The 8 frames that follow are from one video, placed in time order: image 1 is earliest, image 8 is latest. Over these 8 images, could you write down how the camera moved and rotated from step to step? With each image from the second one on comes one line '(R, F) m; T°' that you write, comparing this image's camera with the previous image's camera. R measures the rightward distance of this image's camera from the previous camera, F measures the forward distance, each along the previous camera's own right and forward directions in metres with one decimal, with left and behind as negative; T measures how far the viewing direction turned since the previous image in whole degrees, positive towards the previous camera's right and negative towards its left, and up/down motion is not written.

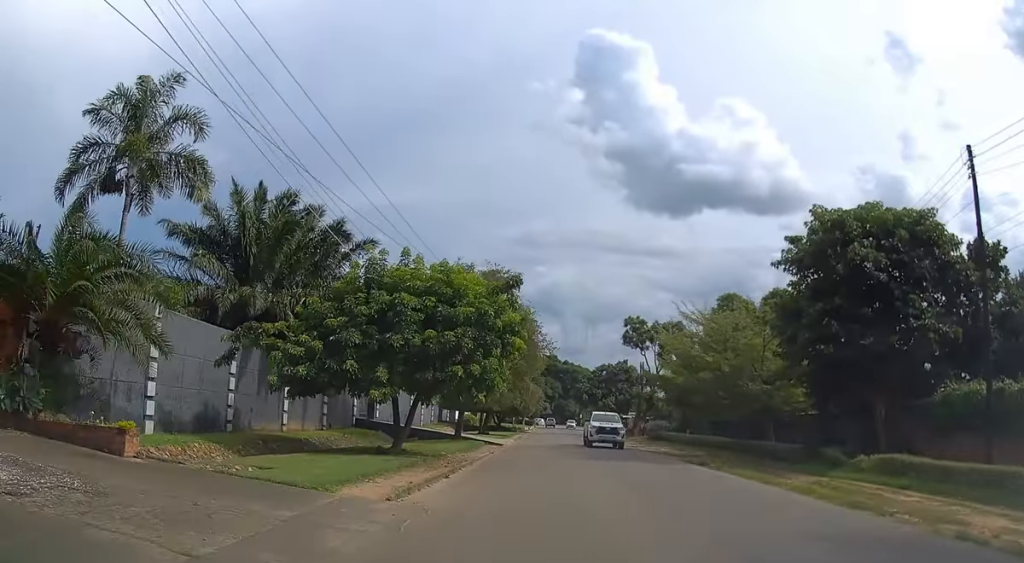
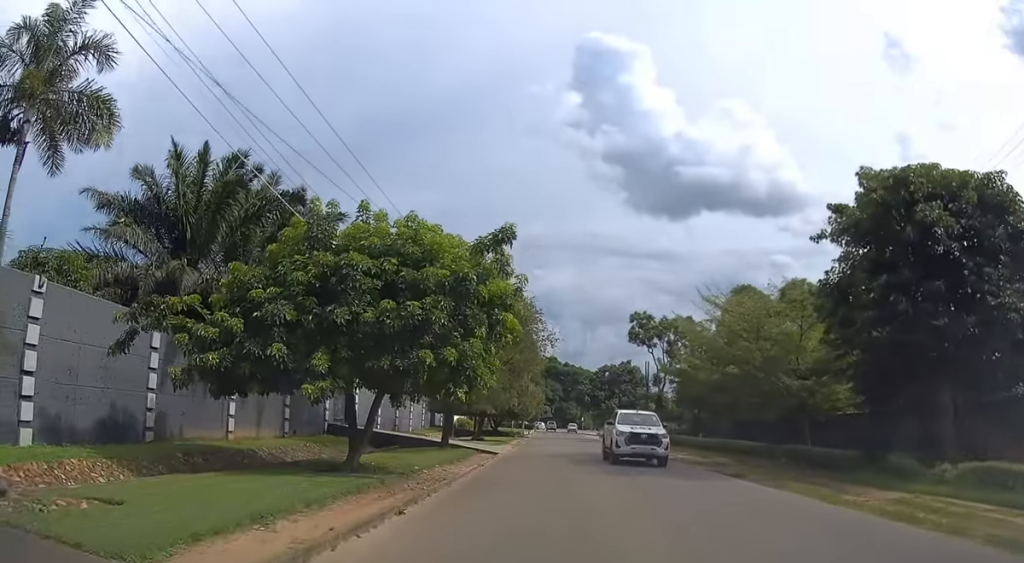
(0.0, +5.1) m; 0°
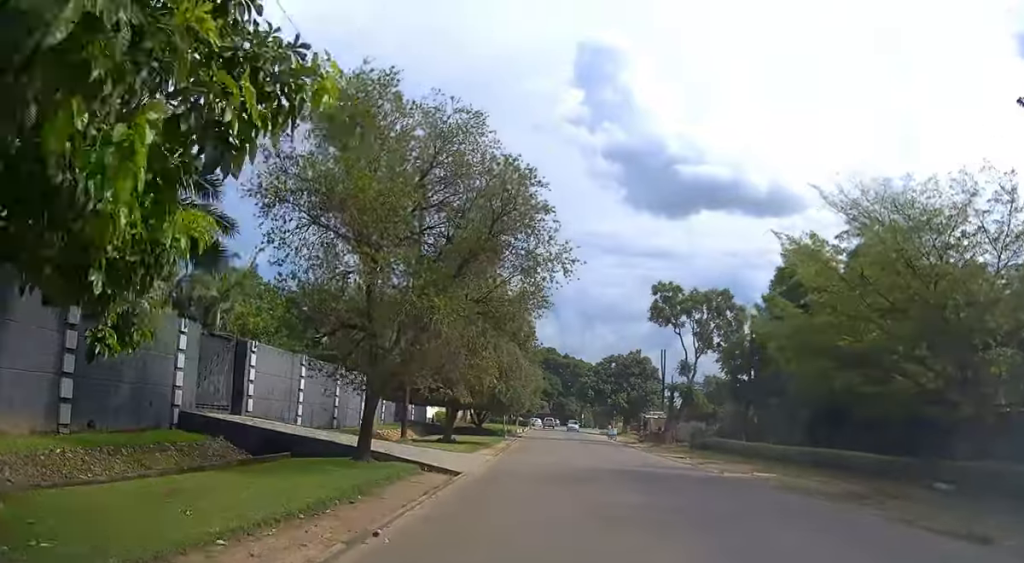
(0.0, +14.2) m; 0°
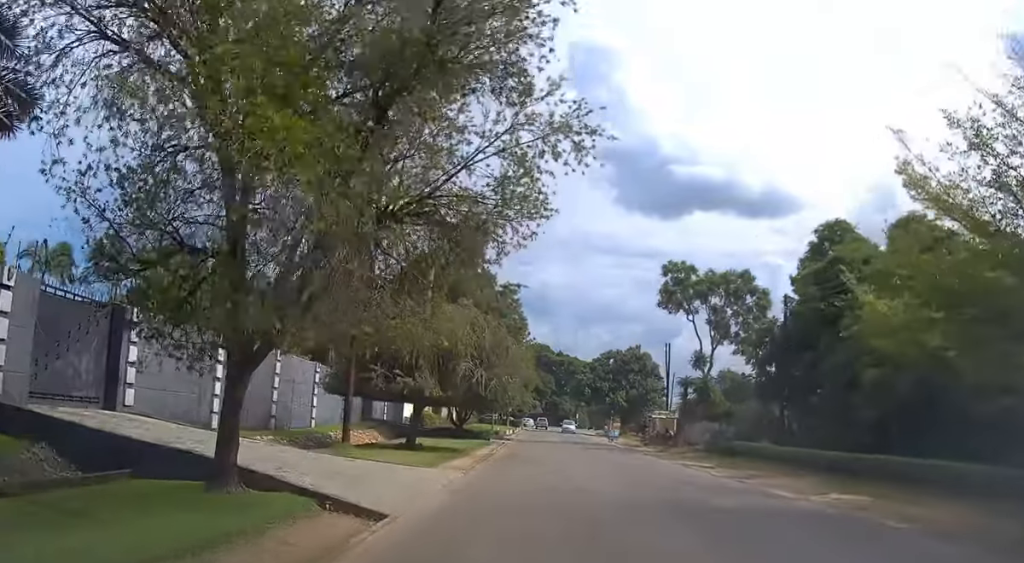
(0.0, +7.4) m; 0°
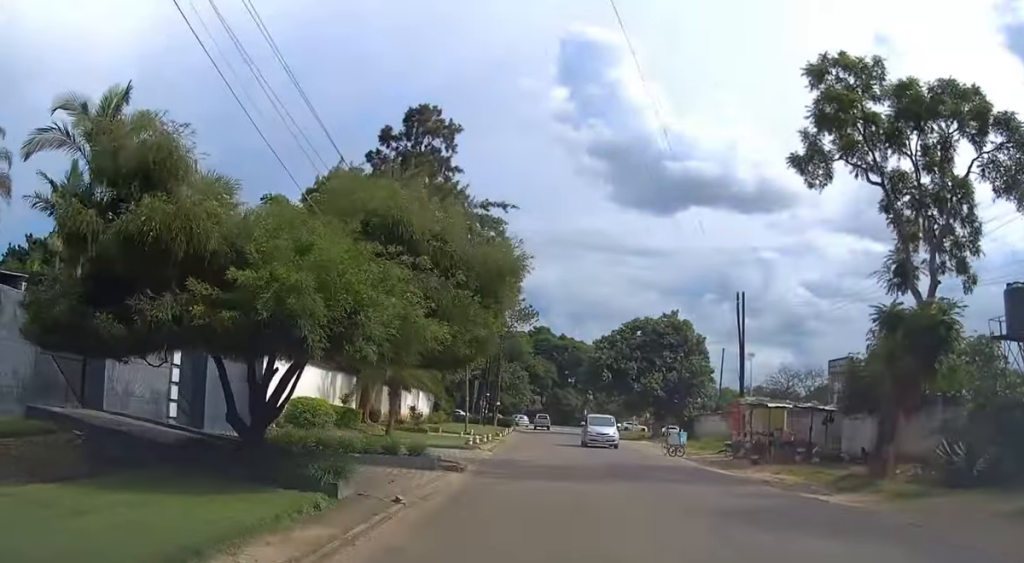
(+0.4, +28.9) m; +1°
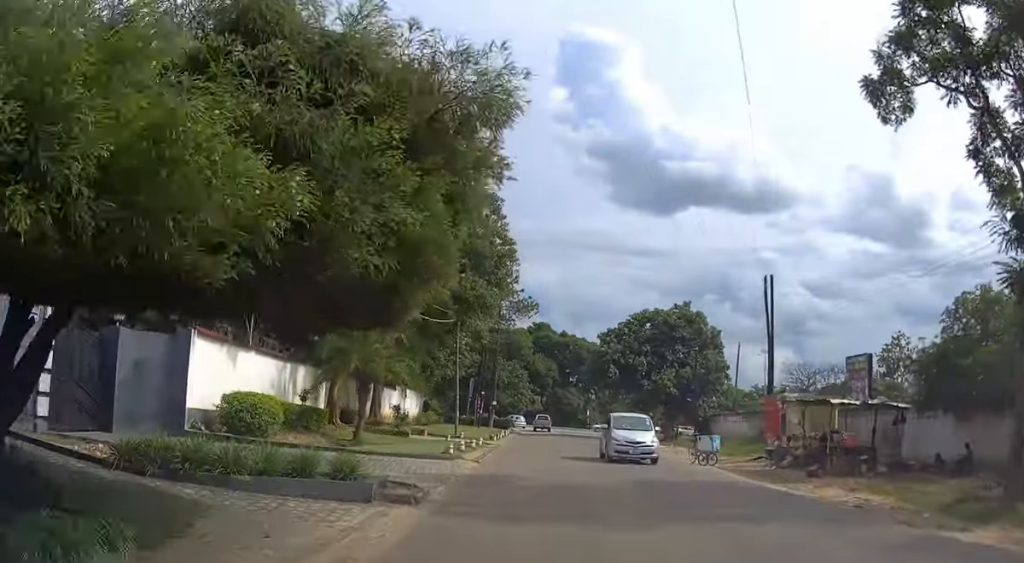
(-0.1, +6.4) m; 0°
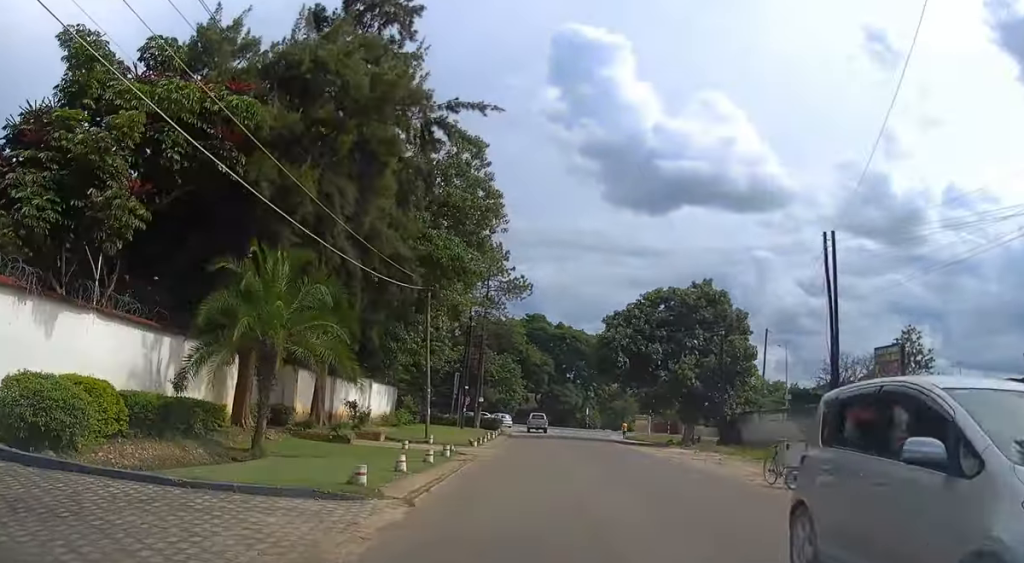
(+0.1, +10.5) m; +1°
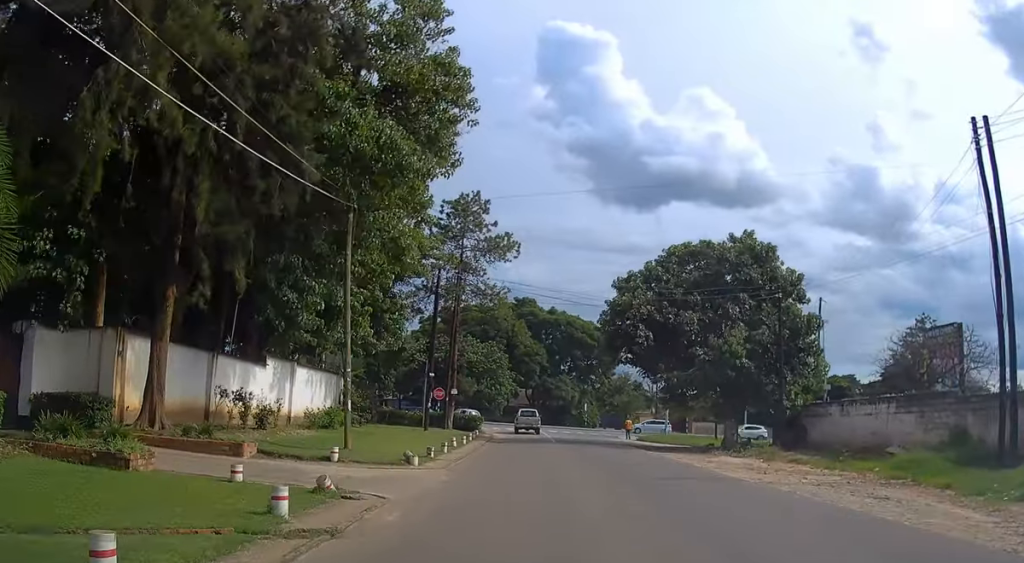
(+0.1, +14.2) m; +1°
